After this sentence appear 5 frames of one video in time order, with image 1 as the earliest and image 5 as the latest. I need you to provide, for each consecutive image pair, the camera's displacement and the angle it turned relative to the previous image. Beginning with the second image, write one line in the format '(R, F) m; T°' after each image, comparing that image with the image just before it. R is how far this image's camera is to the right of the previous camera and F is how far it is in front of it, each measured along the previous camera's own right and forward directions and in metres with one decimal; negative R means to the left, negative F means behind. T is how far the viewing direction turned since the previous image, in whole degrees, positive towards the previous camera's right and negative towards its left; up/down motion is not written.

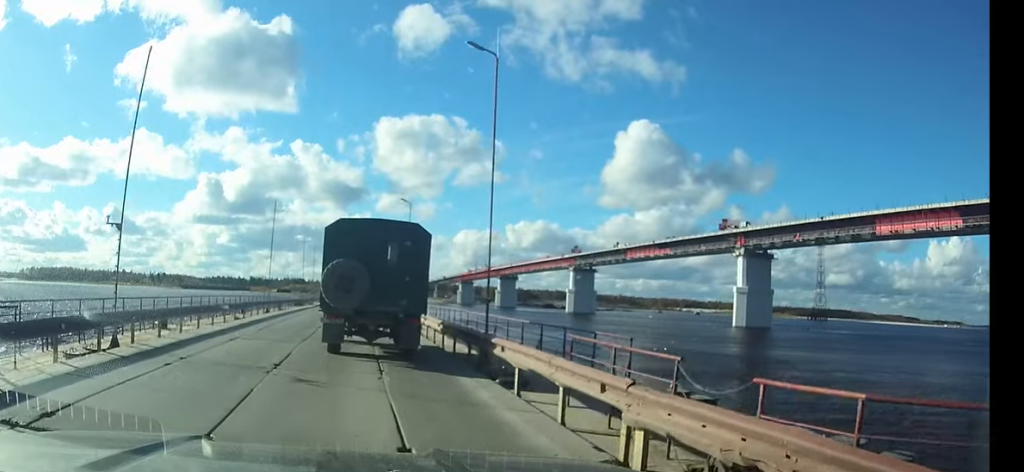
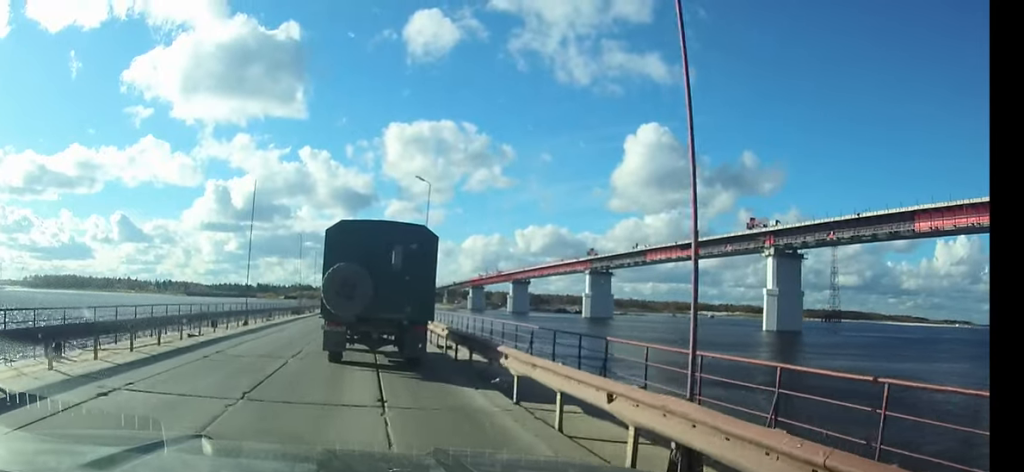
(-0.1, +8.8) m; -1°
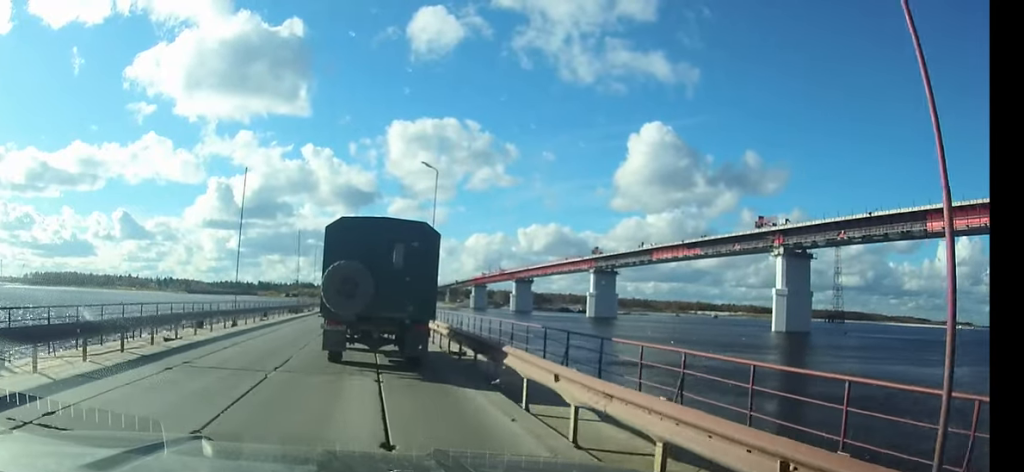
(0.0, +2.9) m; 0°
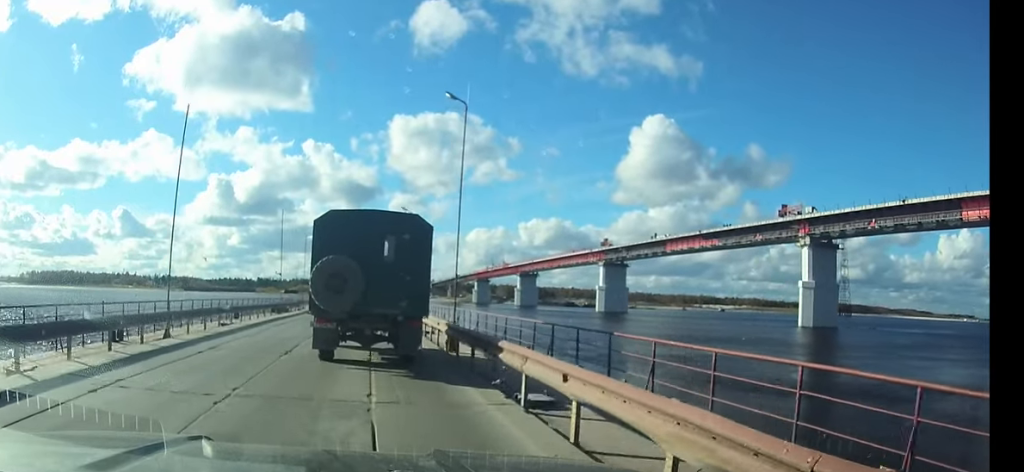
(0.0, +9.9) m; -1°
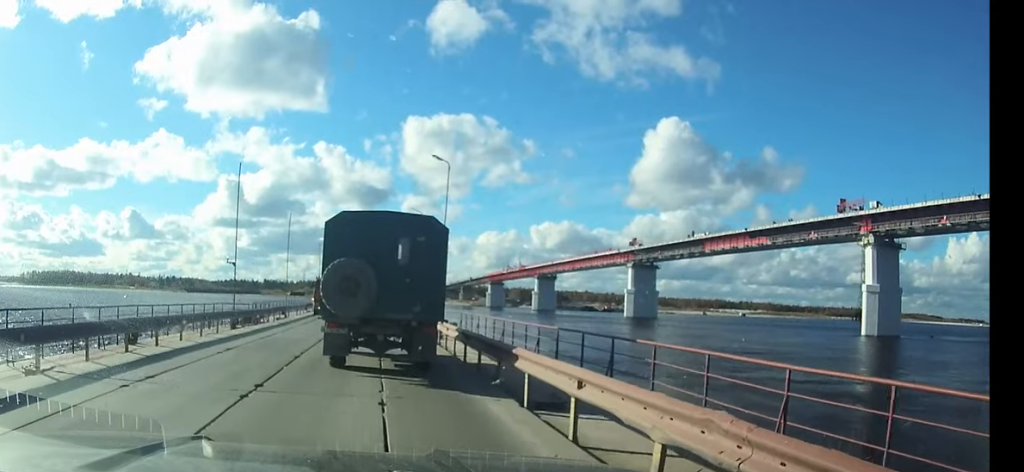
(0.0, +16.9) m; 0°
